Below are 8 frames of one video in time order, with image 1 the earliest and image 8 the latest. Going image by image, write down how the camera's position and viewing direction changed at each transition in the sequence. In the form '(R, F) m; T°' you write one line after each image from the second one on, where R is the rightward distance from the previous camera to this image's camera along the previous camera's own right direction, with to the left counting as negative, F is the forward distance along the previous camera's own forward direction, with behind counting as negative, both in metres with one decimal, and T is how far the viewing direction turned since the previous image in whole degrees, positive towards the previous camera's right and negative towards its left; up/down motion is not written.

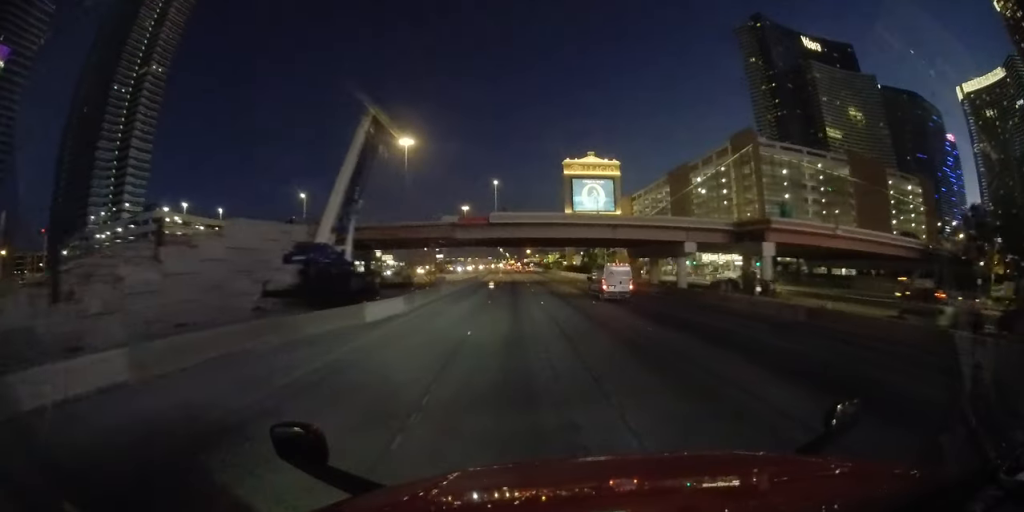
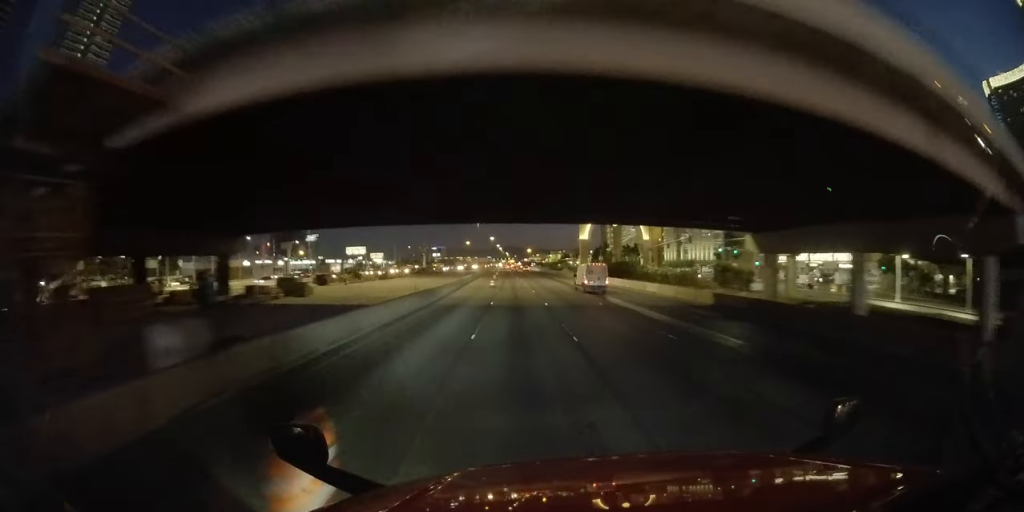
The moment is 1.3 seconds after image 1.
(-0.6, +37.2) m; -1°
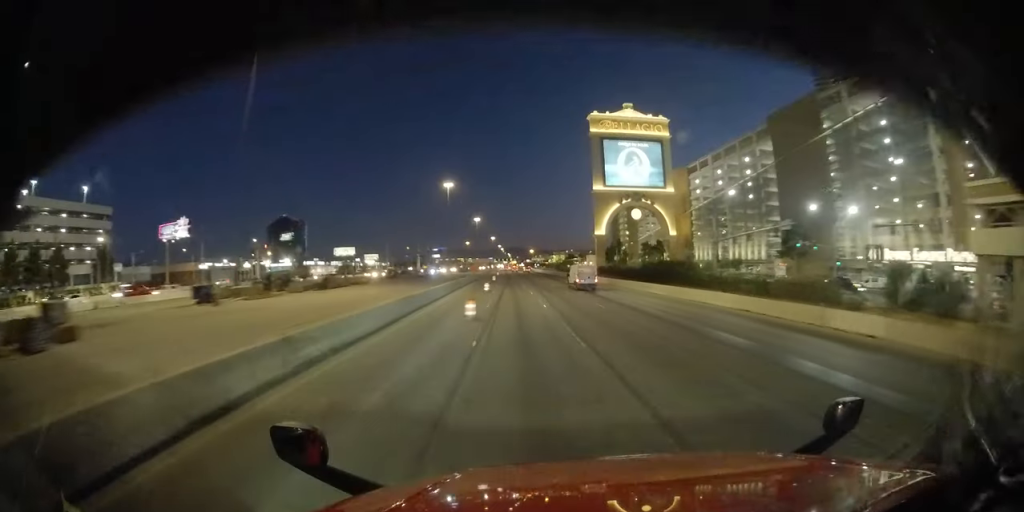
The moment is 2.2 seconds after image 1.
(0.0, +25.1) m; 0°
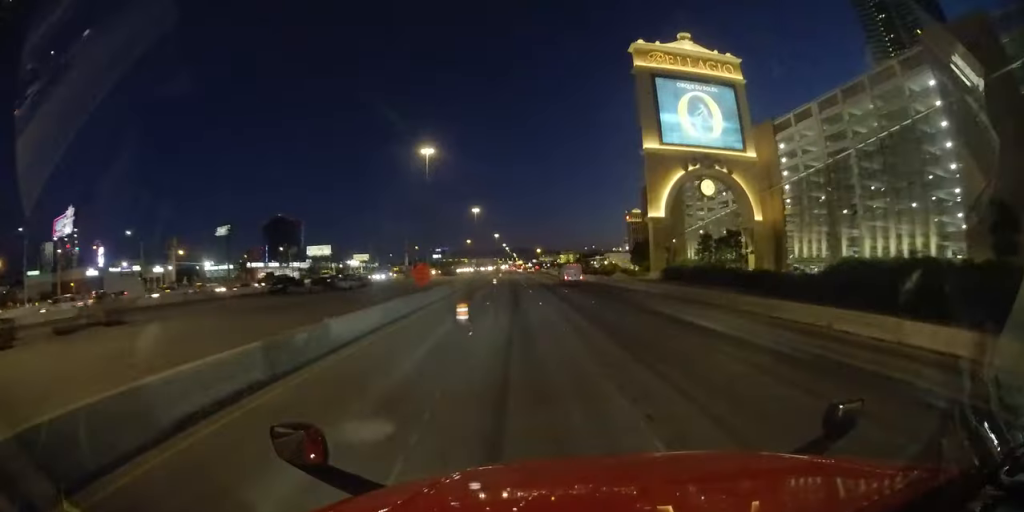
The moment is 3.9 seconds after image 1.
(-0.1, +46.4) m; 0°
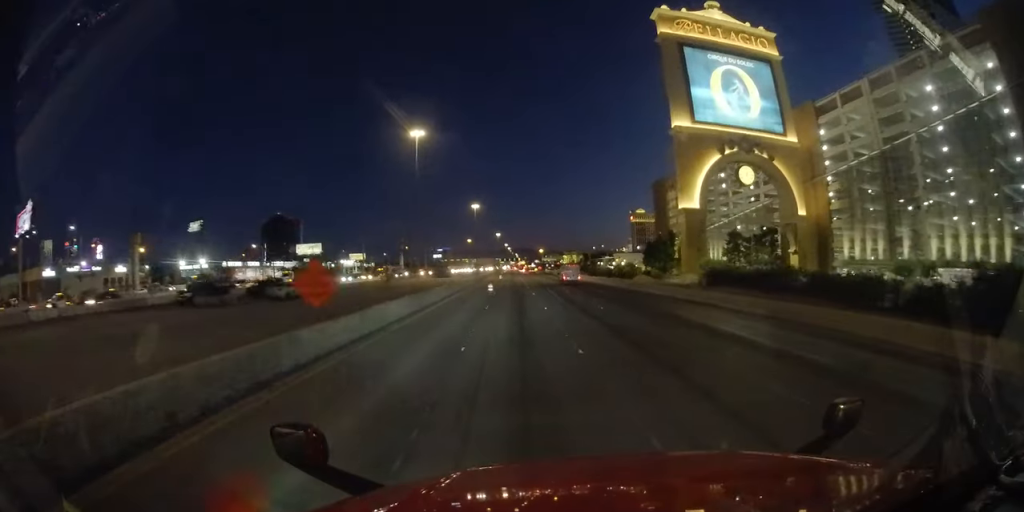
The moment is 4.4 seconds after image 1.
(0.0, +14.8) m; 0°
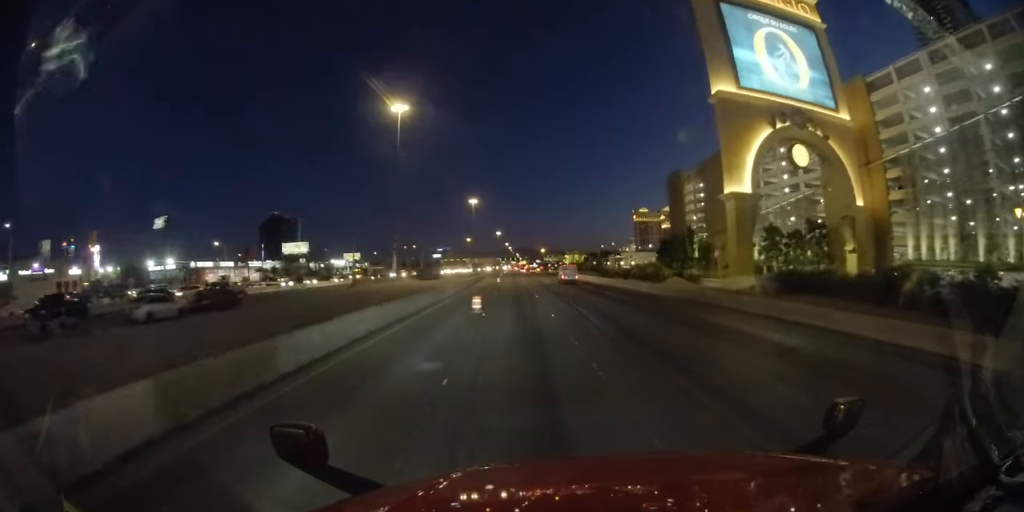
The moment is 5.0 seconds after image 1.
(0.0, +15.7) m; 0°
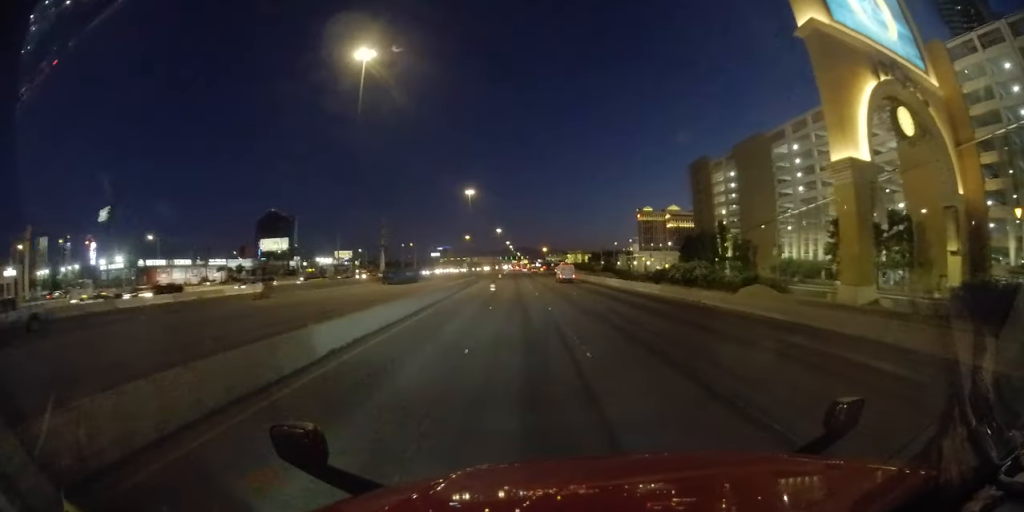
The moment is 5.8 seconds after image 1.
(-0.1, +21.1) m; 0°
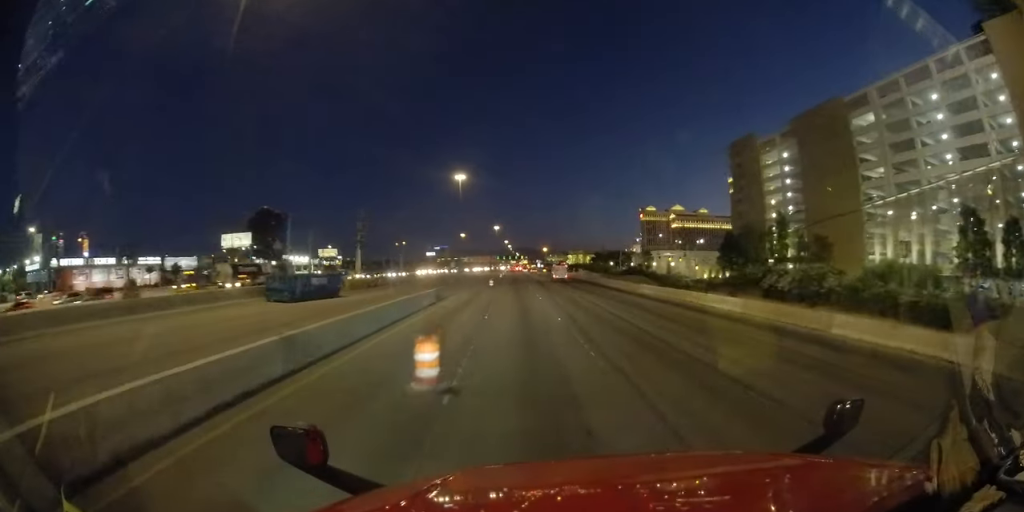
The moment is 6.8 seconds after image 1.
(0.0, +28.2) m; 0°
